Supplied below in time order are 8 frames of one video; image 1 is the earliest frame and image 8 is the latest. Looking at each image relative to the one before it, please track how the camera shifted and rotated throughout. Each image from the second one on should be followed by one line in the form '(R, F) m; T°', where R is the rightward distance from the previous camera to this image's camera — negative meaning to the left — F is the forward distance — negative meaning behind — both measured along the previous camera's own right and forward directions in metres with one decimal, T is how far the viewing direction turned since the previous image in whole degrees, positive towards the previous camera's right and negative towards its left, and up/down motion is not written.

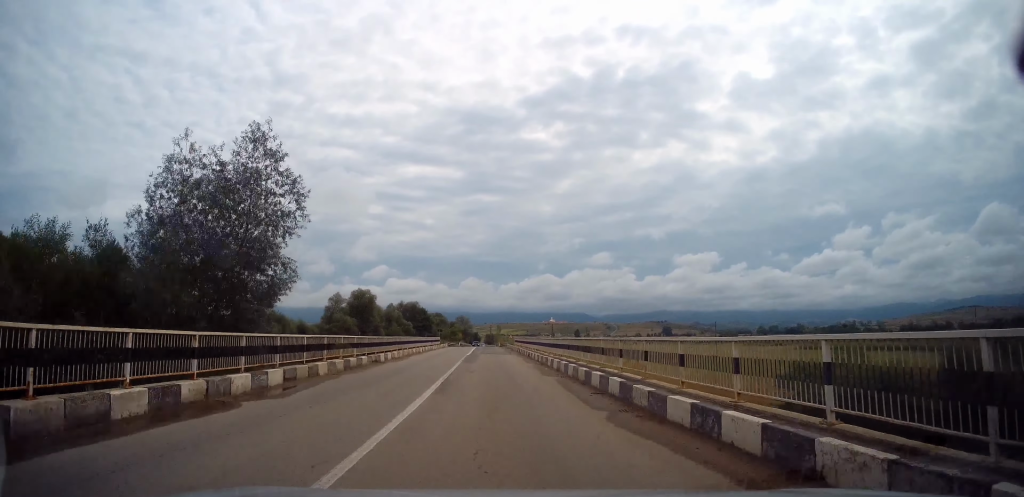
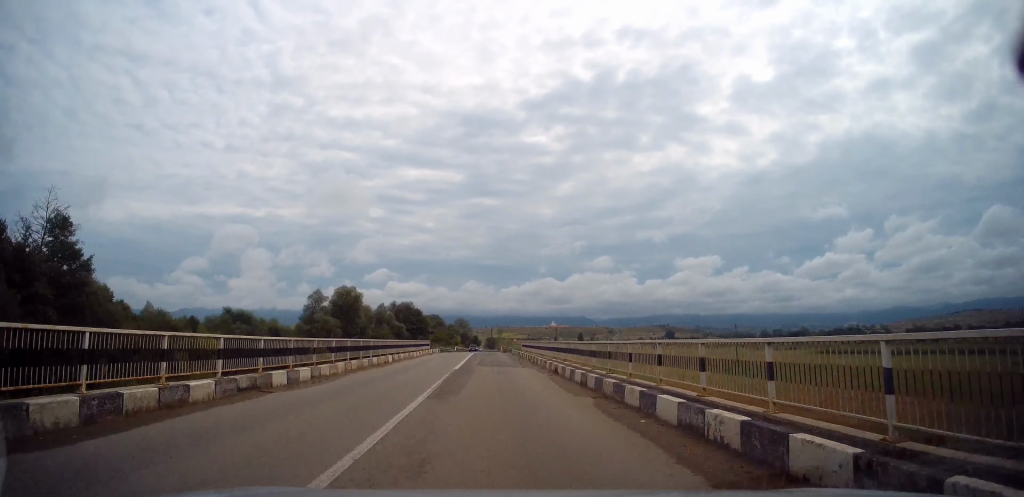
(-0.1, +13.7) m; 0°
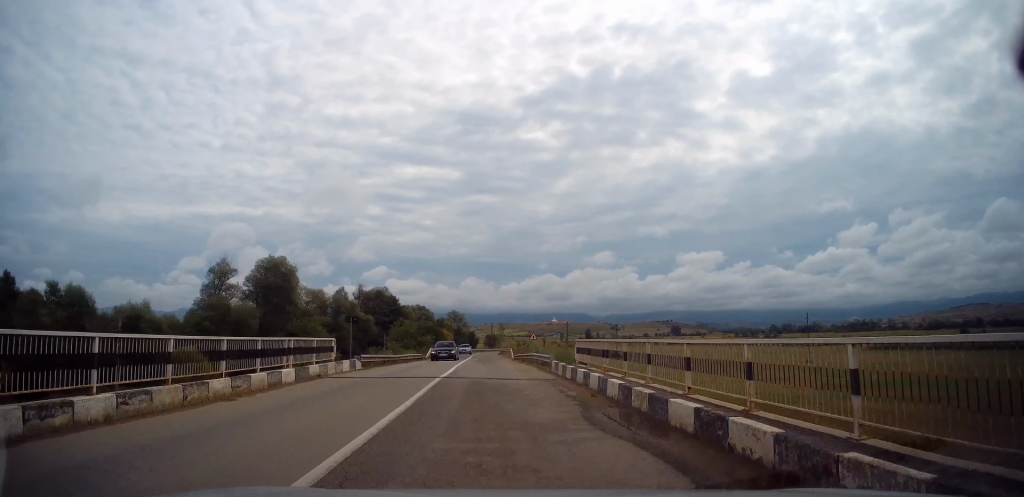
(+0.3, +37.2) m; -1°
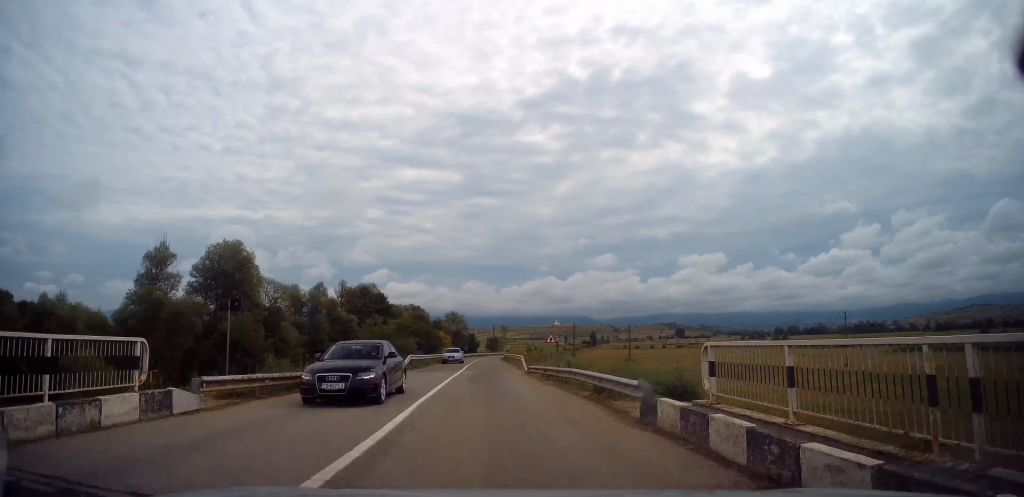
(-0.2, +13.6) m; 0°
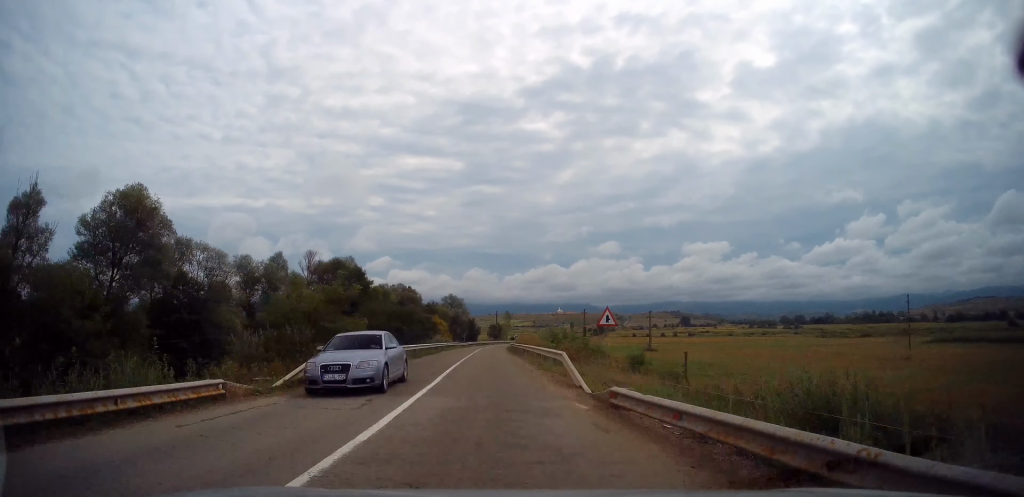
(-0.4, +18.2) m; 0°
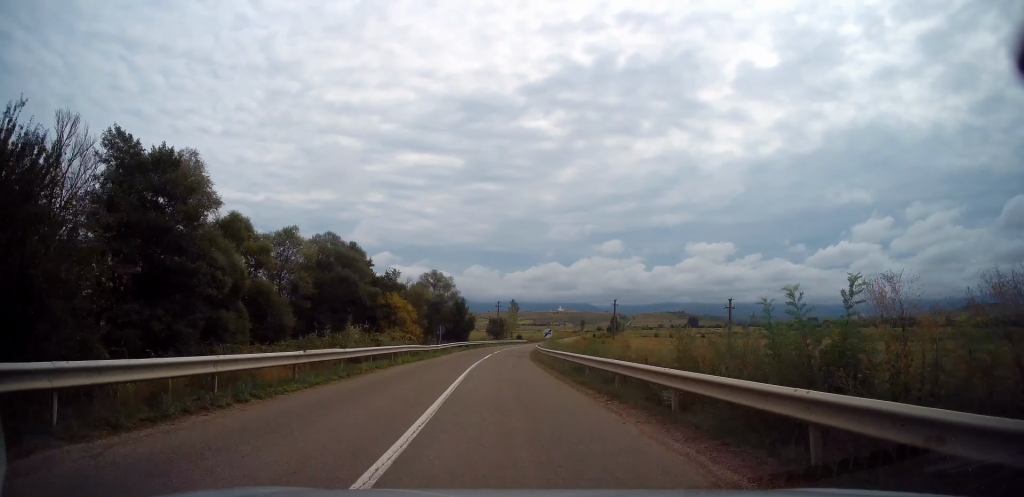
(+0.8, +47.6) m; +1°
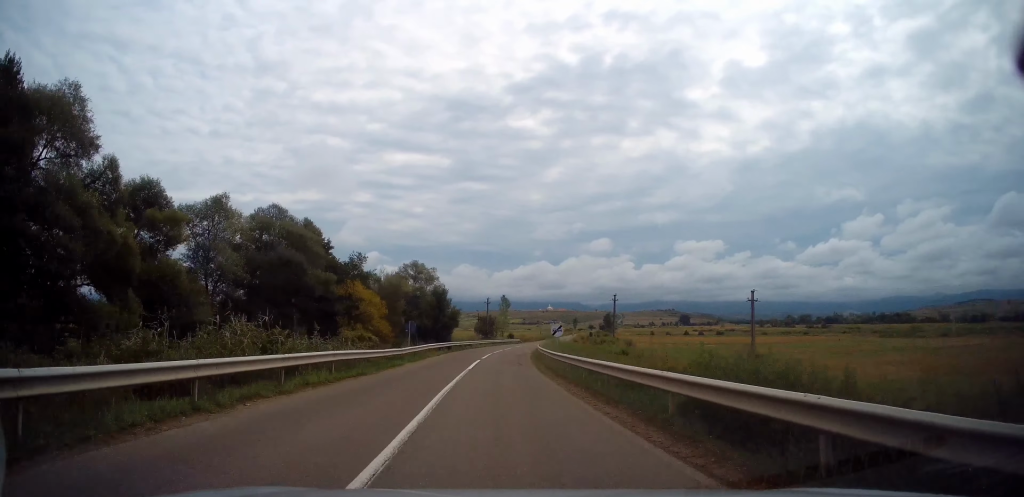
(0.0, +12.4) m; +1°
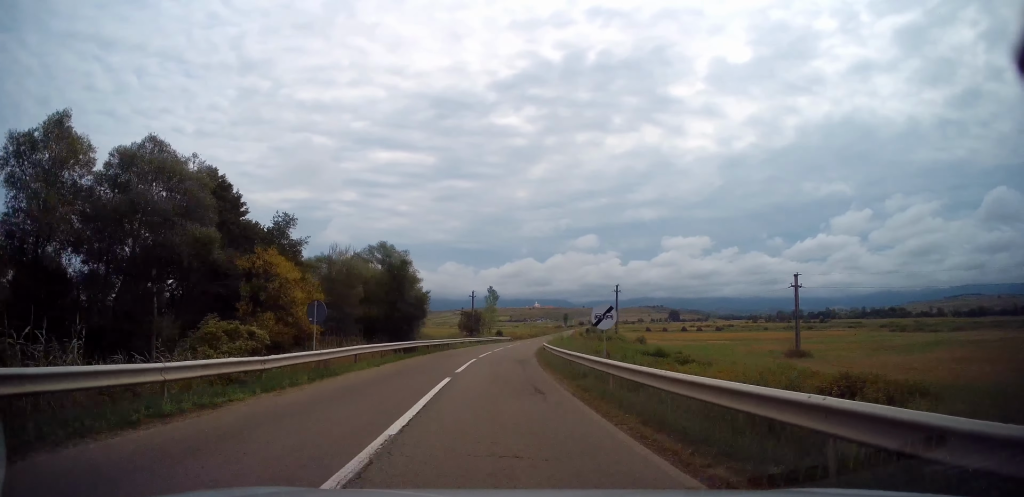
(+0.2, +16.4) m; +1°
